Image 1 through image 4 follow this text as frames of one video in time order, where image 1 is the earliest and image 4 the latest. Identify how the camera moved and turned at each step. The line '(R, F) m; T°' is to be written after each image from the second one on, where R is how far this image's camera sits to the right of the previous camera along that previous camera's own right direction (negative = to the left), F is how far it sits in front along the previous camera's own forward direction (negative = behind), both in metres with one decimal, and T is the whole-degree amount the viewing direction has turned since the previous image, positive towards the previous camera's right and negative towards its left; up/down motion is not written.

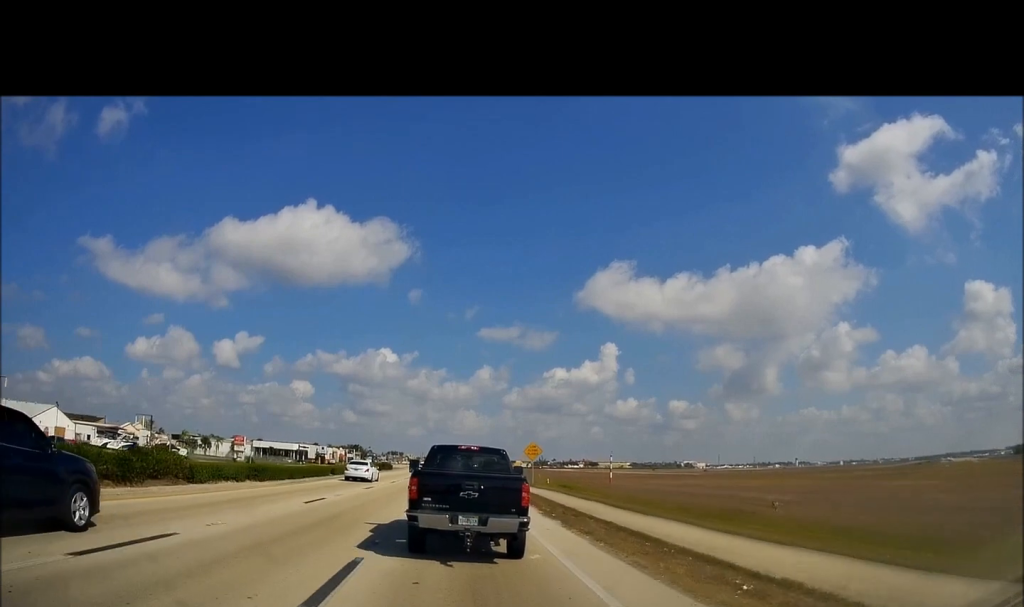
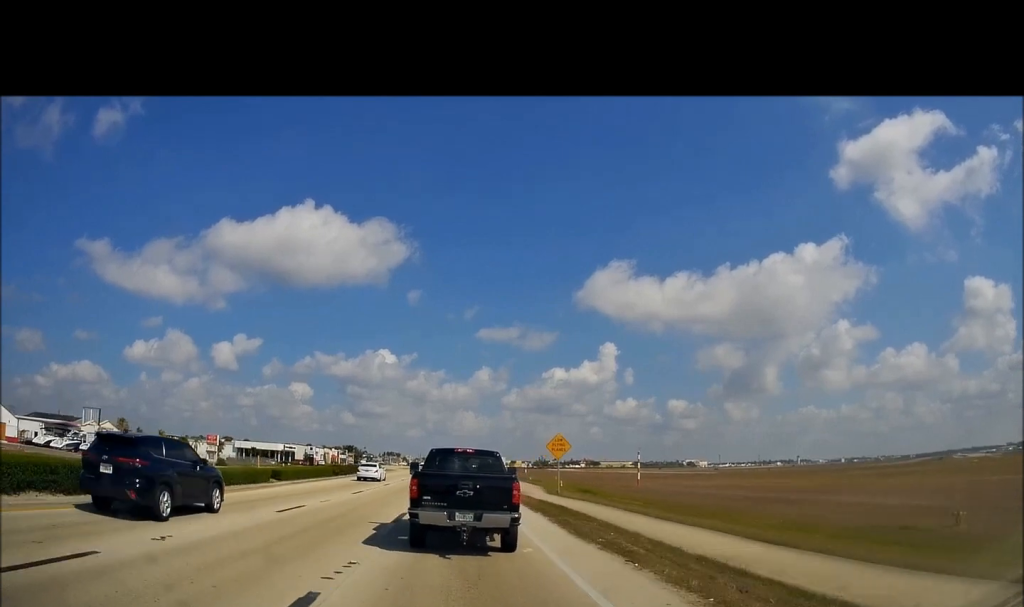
(0.0, +14.7) m; +2°
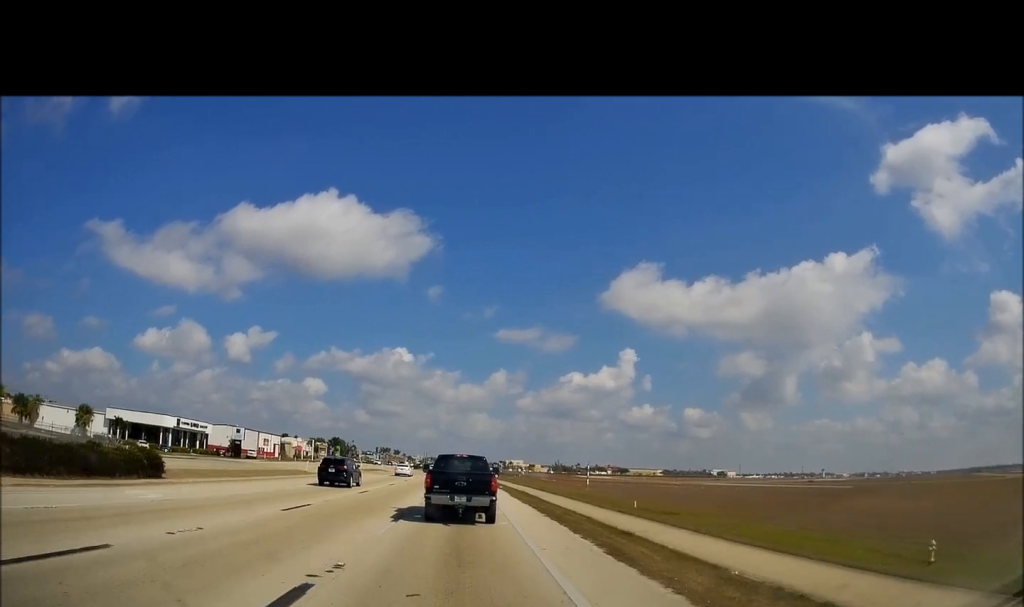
(-1.6, +73.1) m; -4°
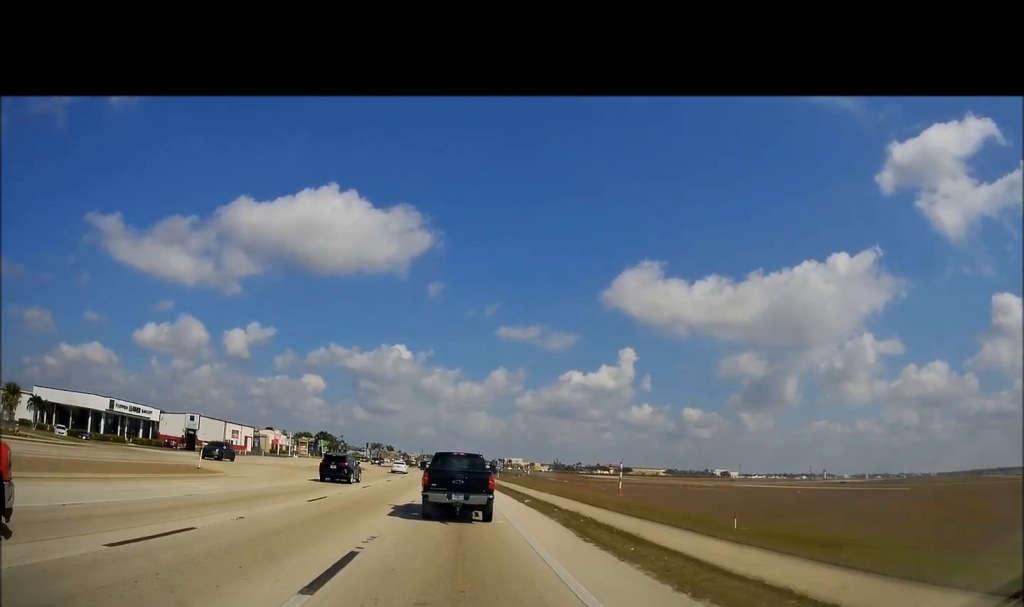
(-0.4, +21.4) m; 0°
